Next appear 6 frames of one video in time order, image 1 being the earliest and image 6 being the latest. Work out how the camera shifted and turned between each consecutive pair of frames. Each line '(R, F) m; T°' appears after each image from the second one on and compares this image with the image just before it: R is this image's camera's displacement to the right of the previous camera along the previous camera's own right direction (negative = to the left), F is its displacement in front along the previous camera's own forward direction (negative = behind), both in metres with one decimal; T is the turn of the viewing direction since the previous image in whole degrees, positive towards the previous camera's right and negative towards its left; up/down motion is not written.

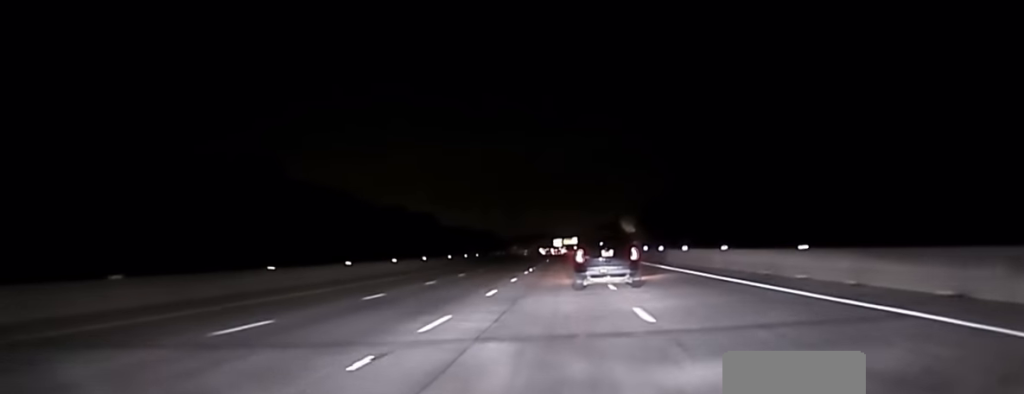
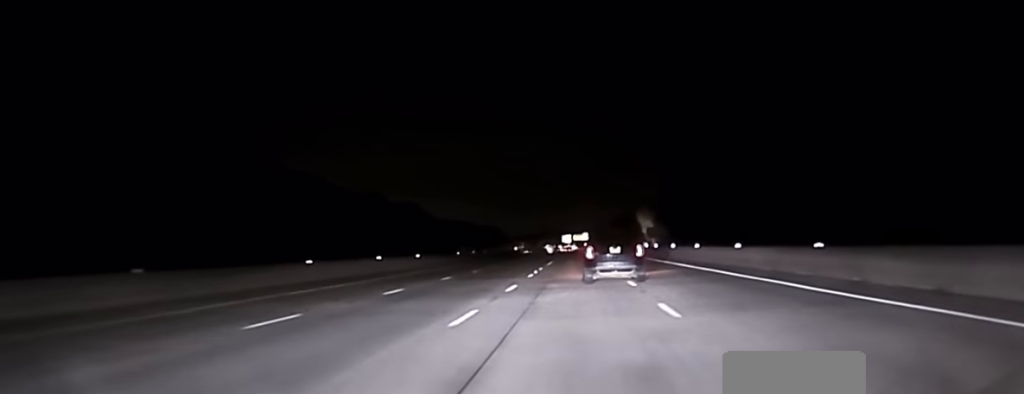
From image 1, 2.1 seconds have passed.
(-0.7, +66.3) m; -1°
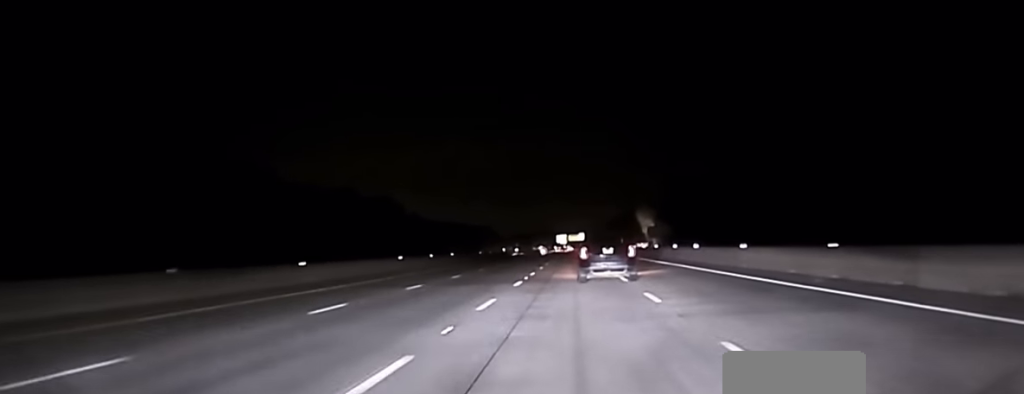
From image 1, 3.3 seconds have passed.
(0.0, +35.4) m; 0°
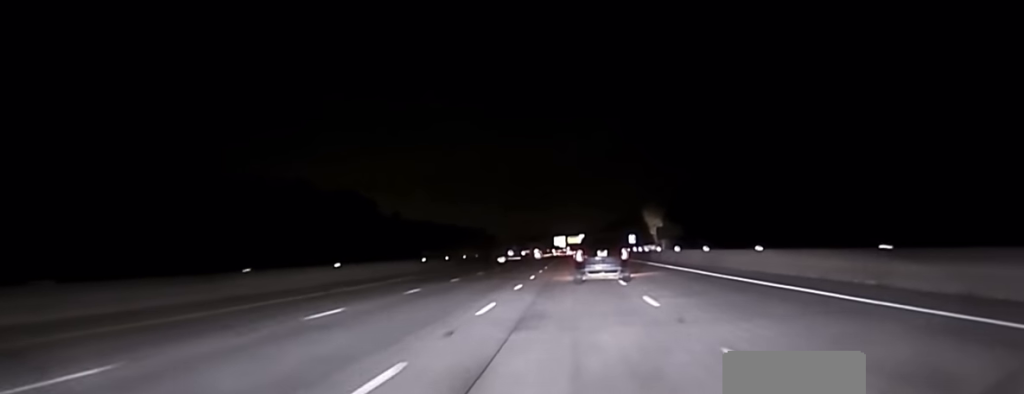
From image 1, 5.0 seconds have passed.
(+0.2, +48.6) m; +1°
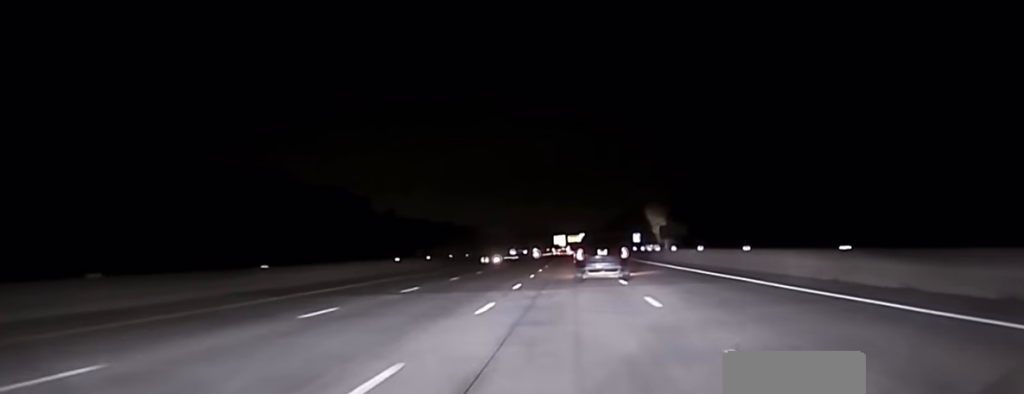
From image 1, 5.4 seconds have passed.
(0.0, +11.7) m; 0°
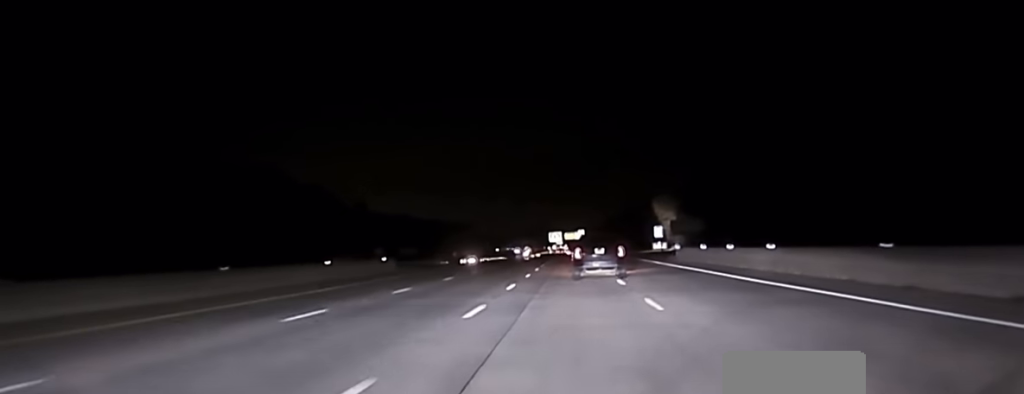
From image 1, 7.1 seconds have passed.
(-0.1, +43.1) m; 0°
